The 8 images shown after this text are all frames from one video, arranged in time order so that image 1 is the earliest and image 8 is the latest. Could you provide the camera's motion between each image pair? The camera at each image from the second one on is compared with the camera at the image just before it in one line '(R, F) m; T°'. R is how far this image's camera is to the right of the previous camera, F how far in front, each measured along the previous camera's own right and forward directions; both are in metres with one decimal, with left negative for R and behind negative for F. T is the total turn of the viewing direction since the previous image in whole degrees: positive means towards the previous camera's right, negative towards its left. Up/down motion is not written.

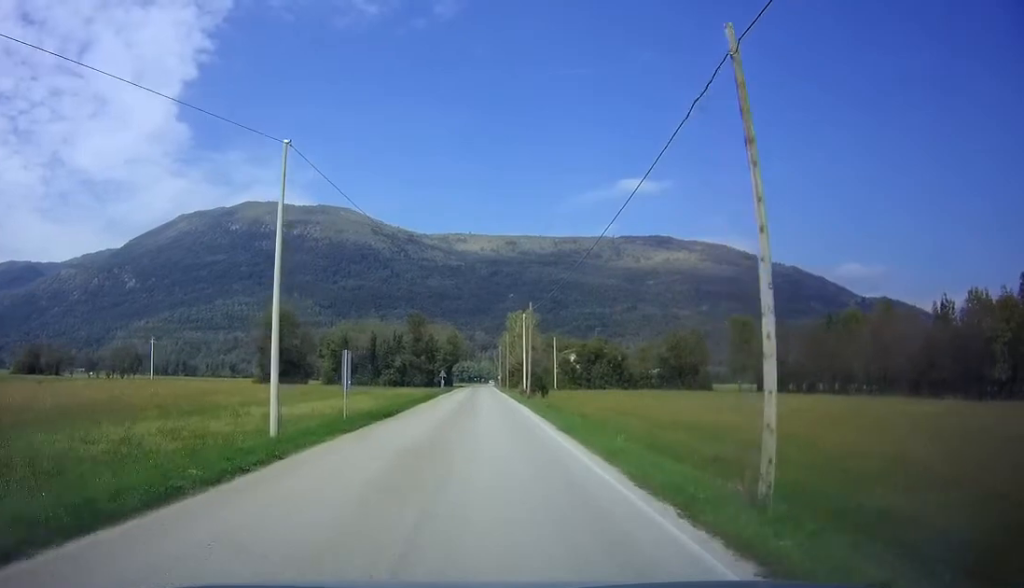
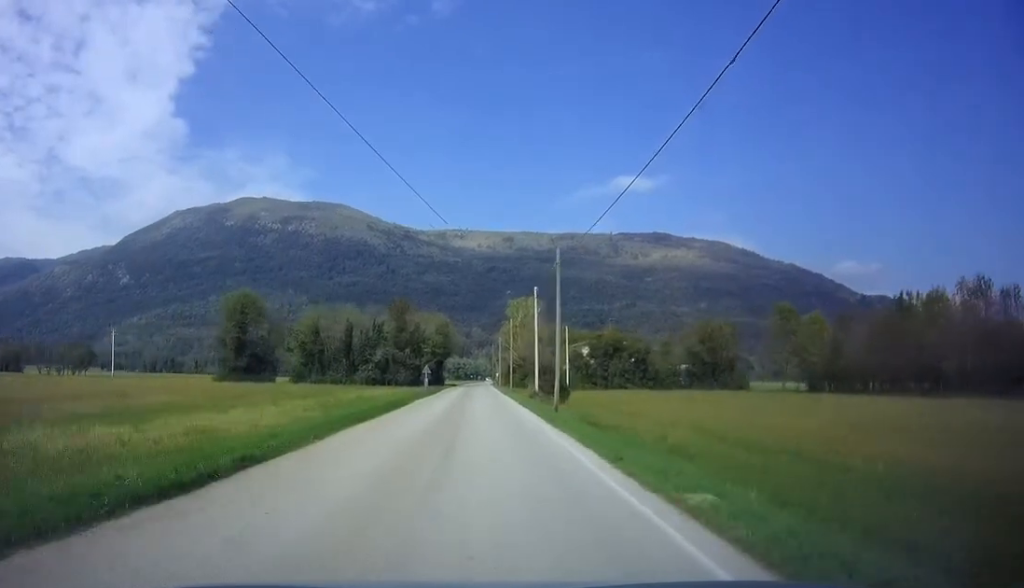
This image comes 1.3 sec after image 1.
(+0.2, +16.4) m; +1°
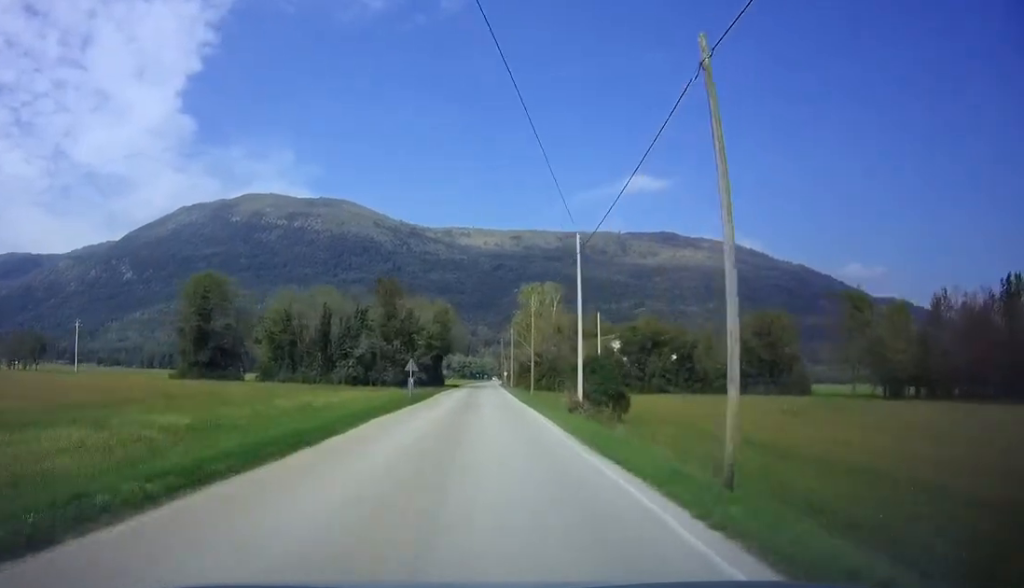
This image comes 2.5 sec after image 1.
(-0.1, +16.9) m; 0°
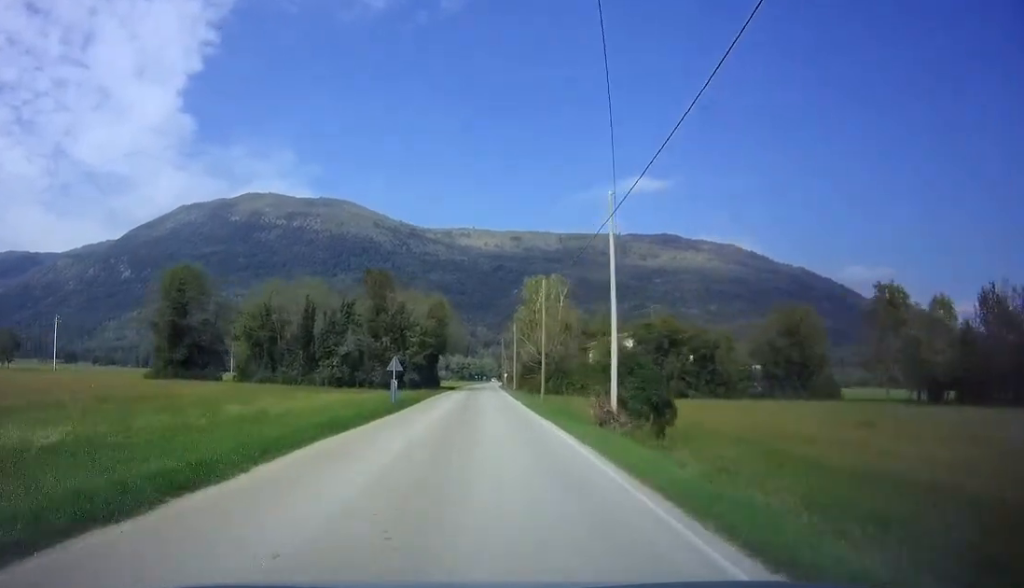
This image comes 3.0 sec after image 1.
(-0.1, +7.0) m; 0°
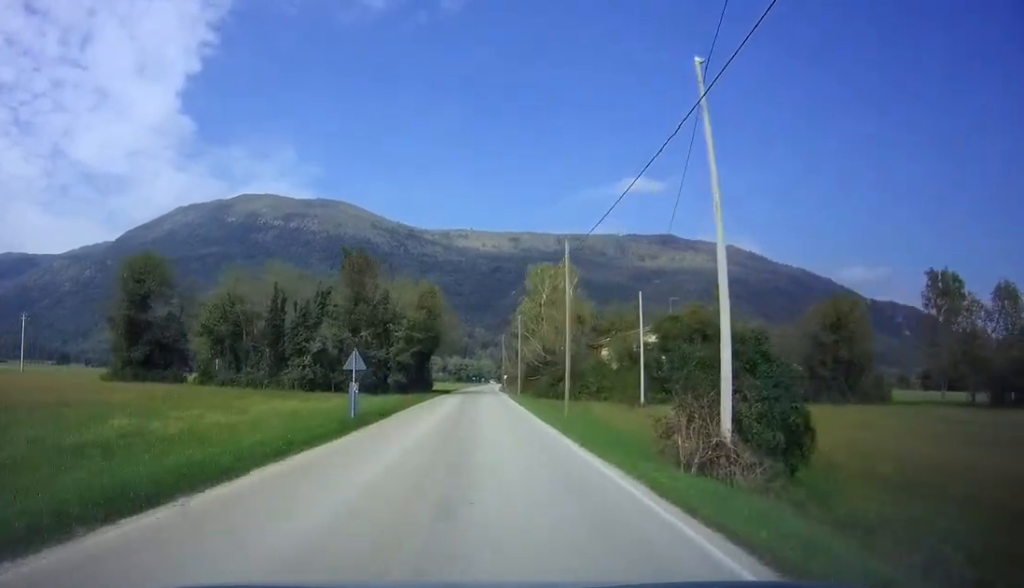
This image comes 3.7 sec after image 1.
(+0.1, +9.6) m; 0°
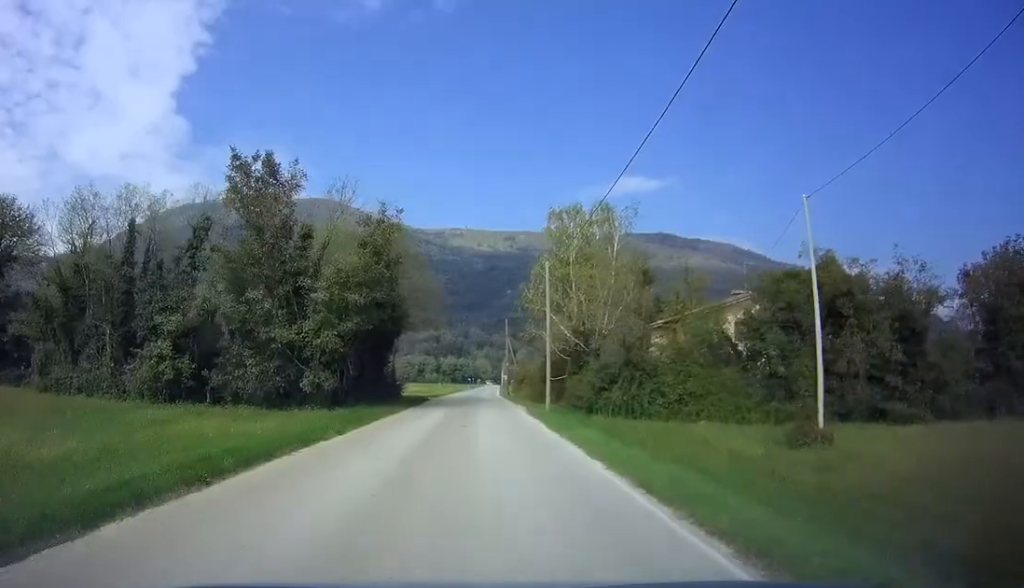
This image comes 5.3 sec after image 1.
(+0.1, +23.5) m; 0°
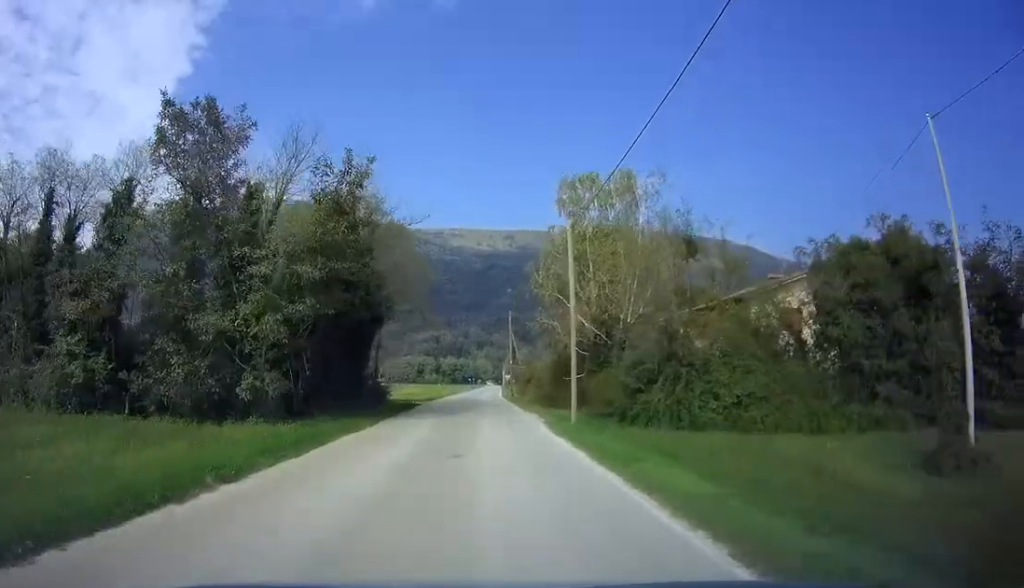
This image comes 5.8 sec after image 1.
(-0.1, +7.7) m; 0°
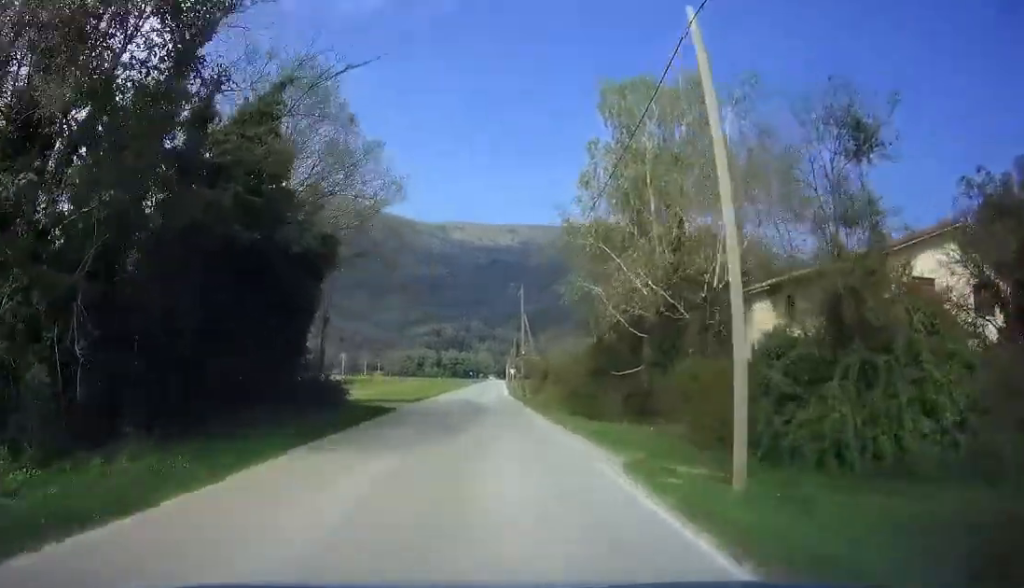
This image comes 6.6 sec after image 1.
(0.0, +12.4) m; 0°
